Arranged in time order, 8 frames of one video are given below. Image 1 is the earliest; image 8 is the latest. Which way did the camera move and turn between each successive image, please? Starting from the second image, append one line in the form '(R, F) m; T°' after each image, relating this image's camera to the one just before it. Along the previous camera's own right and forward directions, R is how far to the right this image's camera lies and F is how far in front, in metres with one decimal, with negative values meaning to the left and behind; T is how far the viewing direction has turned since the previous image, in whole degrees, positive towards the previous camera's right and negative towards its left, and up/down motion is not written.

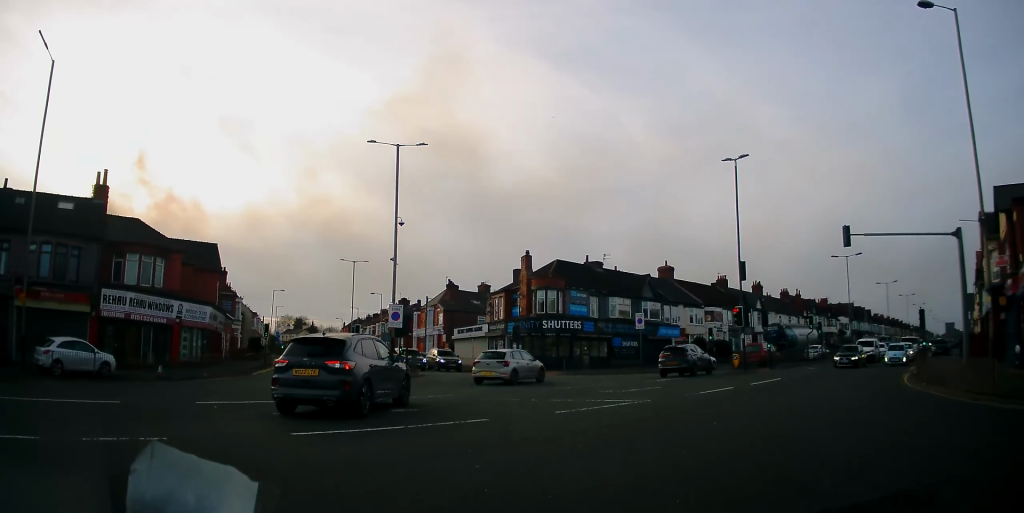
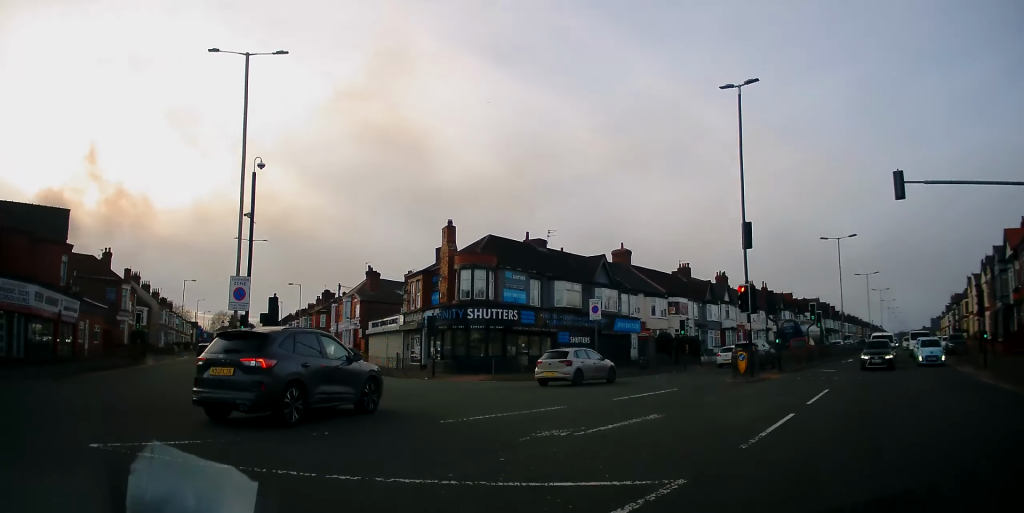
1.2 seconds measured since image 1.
(+0.6, +10.7) m; +8°
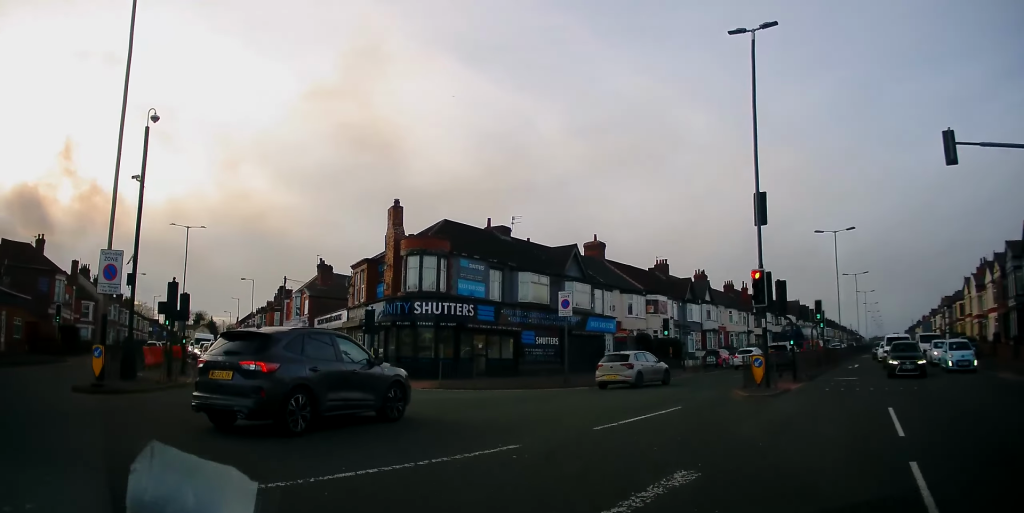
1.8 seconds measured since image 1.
(+0.4, +5.7) m; +5°
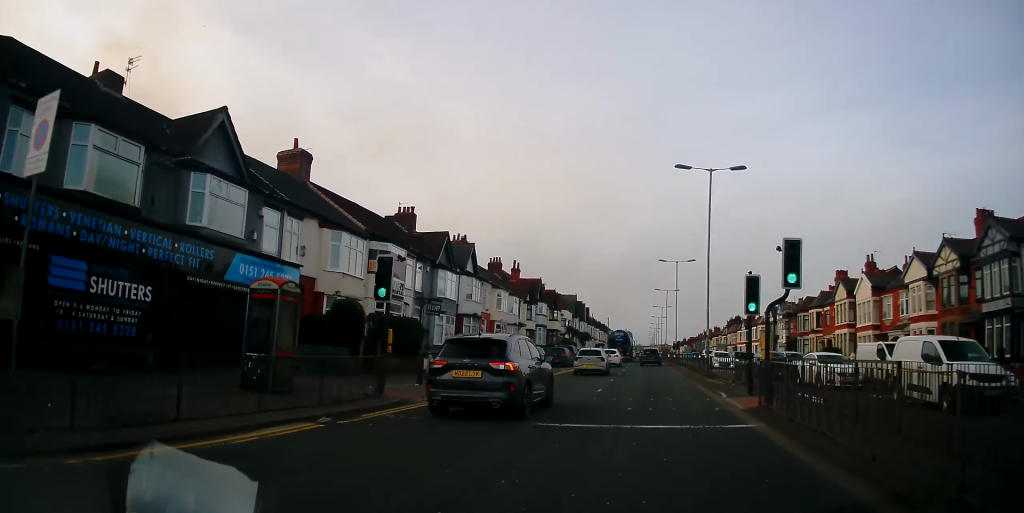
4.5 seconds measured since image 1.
(+2.4, +21.4) m; +19°
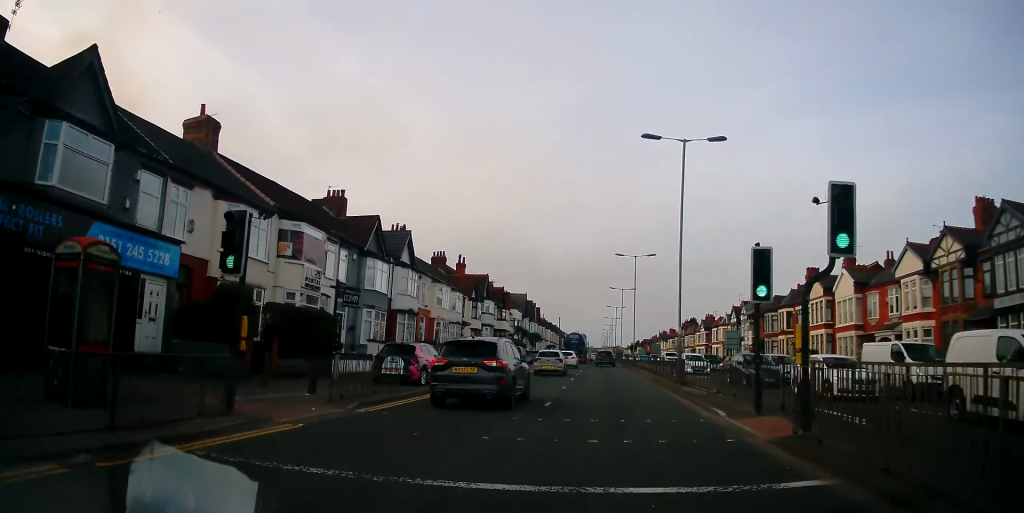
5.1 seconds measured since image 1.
(+0.3, +4.5) m; +6°
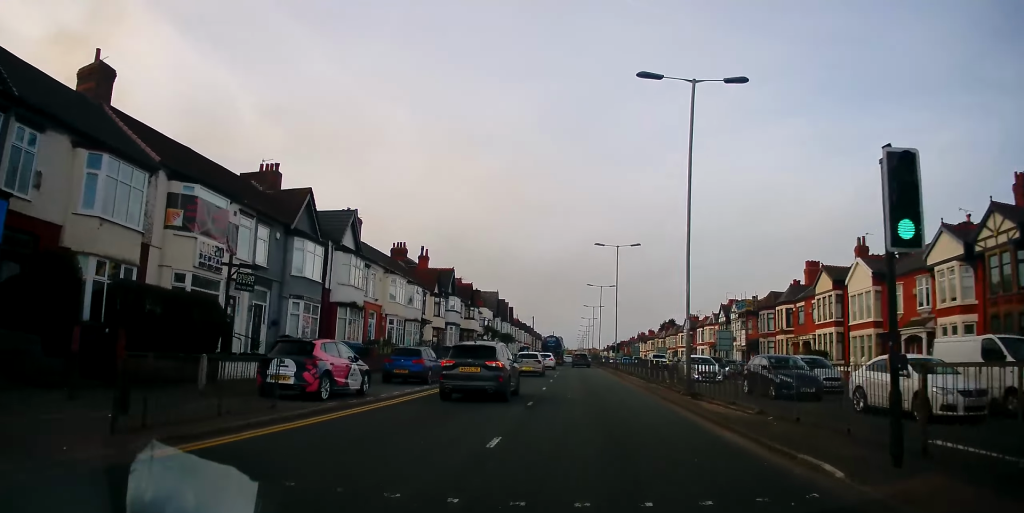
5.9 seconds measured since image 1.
(+0.7, +6.0) m; +5°
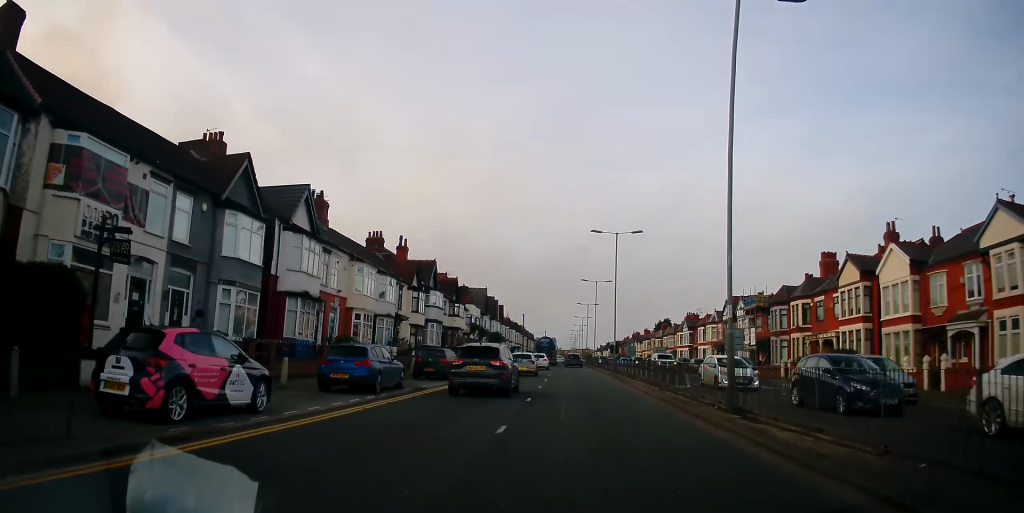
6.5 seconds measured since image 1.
(-0.3, +5.3) m; +2°
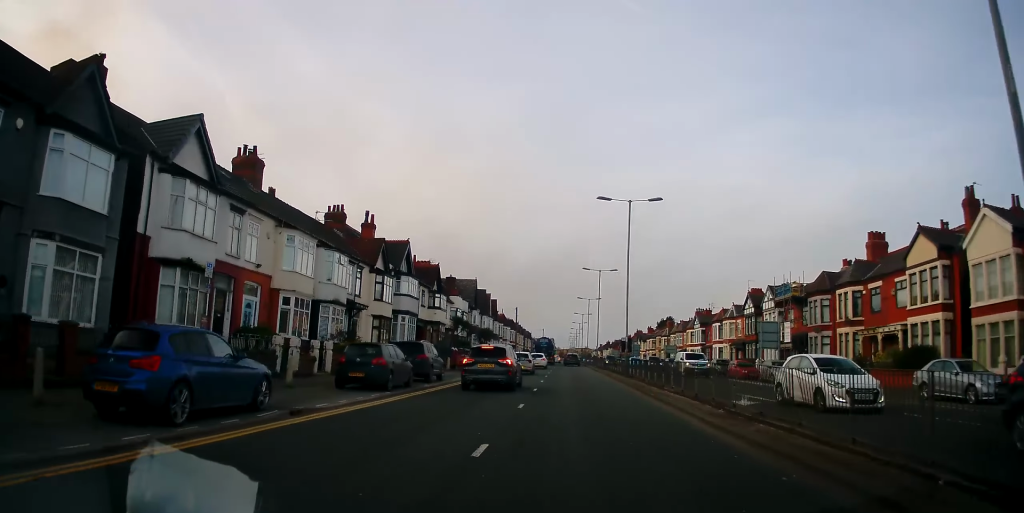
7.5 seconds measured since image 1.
(+0.5, +9.2) m; +1°
